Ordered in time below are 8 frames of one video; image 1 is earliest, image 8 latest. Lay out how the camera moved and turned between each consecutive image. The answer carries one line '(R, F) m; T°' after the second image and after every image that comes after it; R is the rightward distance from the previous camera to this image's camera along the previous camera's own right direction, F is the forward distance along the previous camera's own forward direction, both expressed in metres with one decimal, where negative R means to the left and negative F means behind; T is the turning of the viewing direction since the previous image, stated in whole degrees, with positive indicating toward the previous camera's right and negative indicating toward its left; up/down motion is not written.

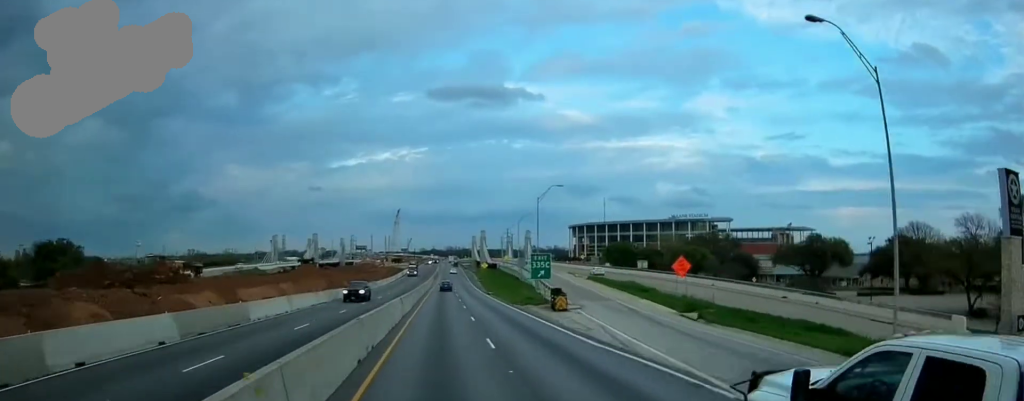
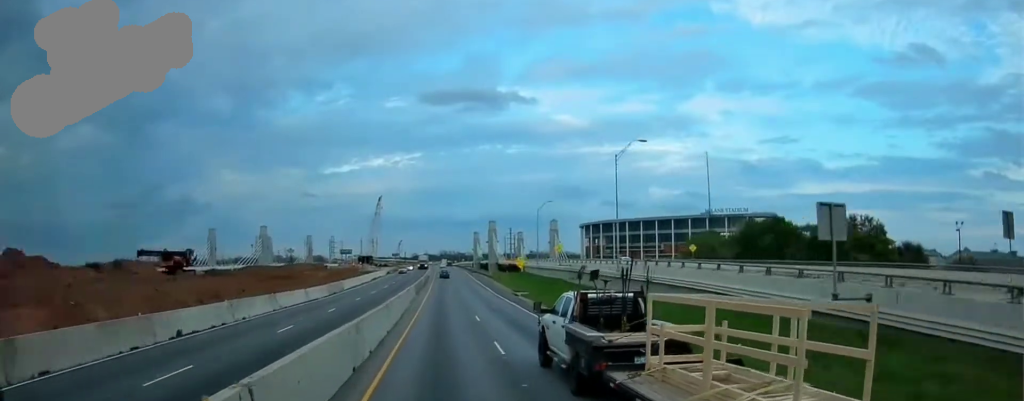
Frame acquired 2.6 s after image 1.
(+0.3, +72.3) m; +1°
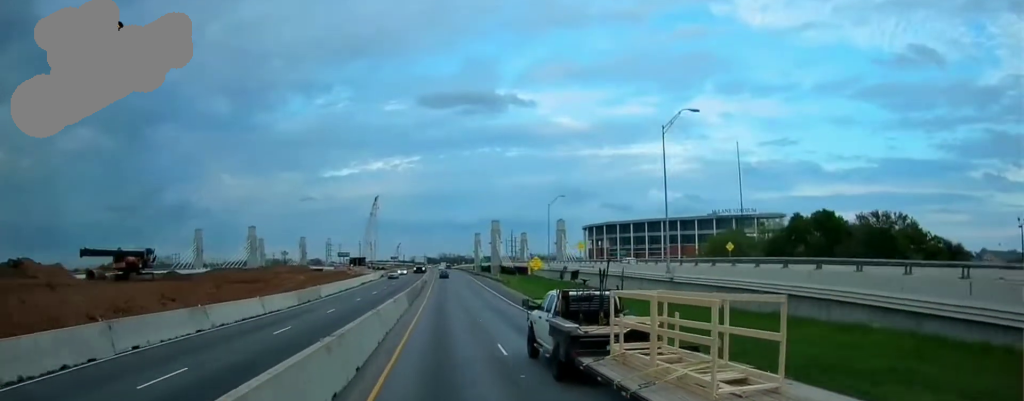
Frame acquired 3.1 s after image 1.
(+0.2, +13.0) m; 0°
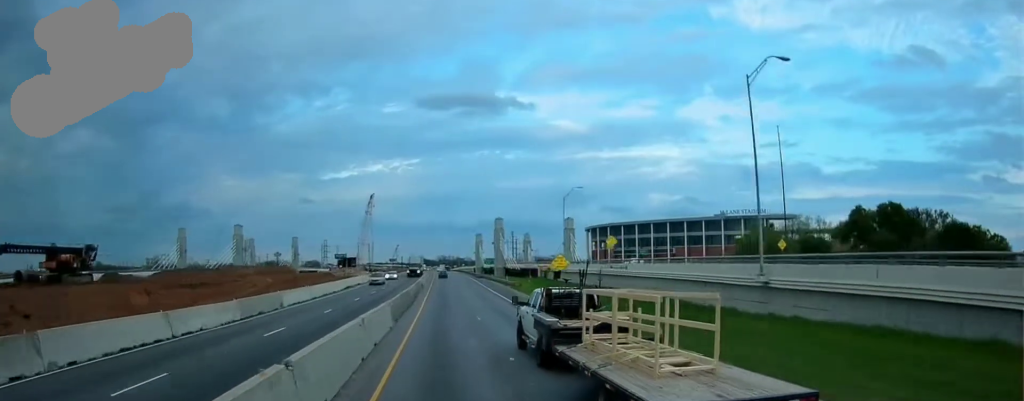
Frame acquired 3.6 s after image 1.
(-0.2, +13.0) m; 0°
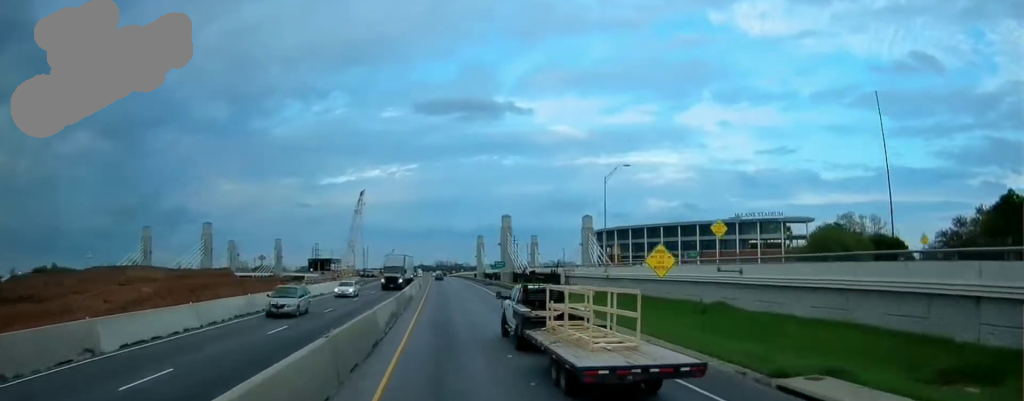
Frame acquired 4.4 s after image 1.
(-0.3, +23.4) m; 0°
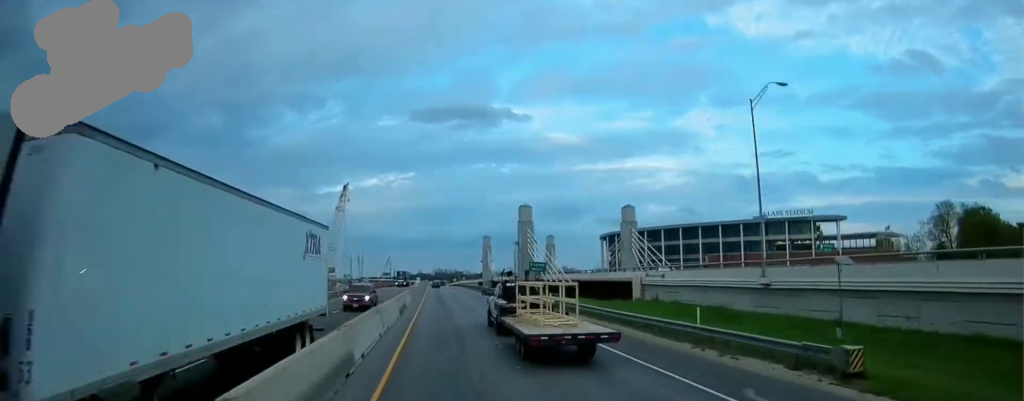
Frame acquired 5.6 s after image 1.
(+0.5, +33.0) m; +1°
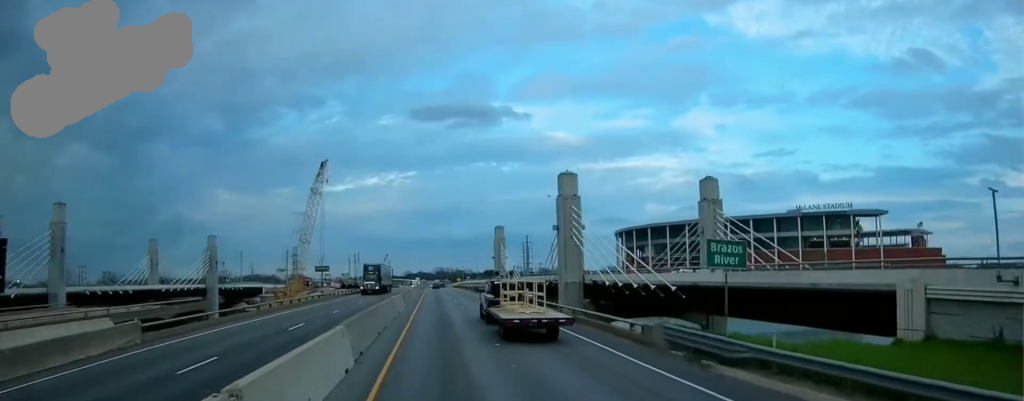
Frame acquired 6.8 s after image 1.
(-0.2, +36.3) m; 0°
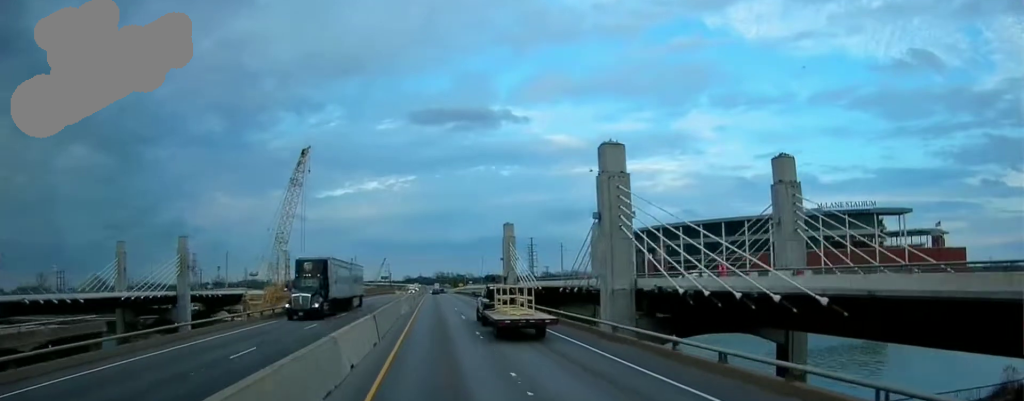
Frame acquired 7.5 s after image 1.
(0.0, +20.1) m; 0°
